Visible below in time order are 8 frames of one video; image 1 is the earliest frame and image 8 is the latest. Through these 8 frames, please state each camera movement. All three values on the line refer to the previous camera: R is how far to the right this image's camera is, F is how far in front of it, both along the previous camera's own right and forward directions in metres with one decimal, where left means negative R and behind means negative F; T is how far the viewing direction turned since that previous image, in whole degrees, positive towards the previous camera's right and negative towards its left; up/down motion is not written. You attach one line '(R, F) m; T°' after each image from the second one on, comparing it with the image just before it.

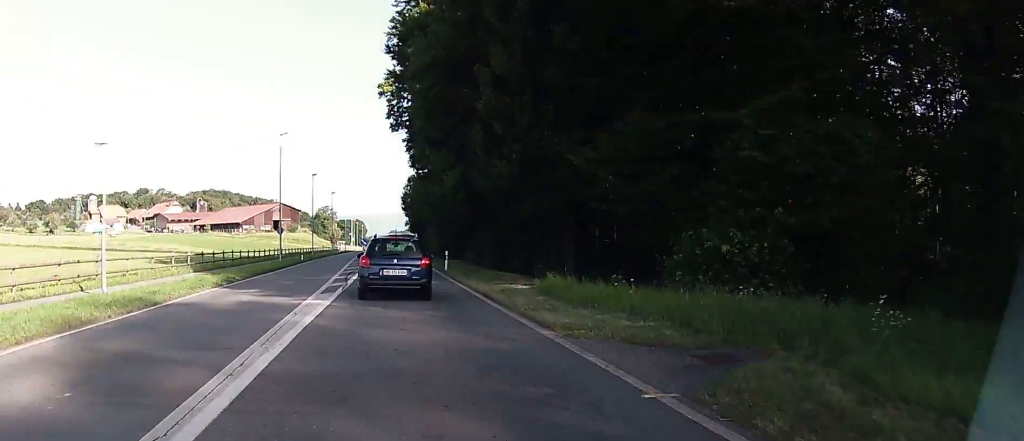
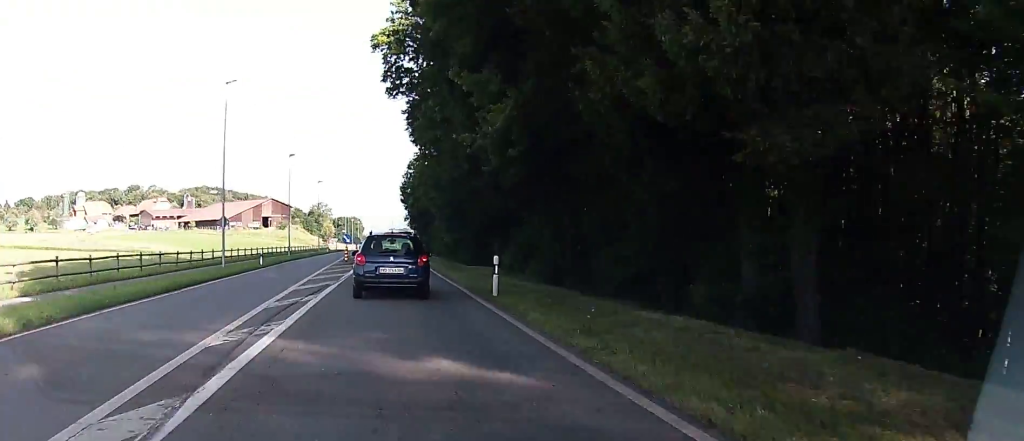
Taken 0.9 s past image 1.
(+0.1, +17.1) m; 0°
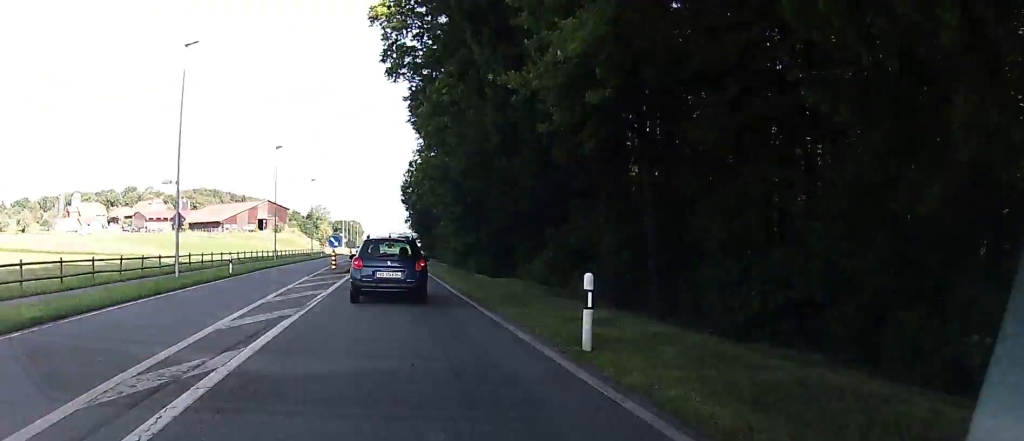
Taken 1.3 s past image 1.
(0.0, +7.8) m; -1°
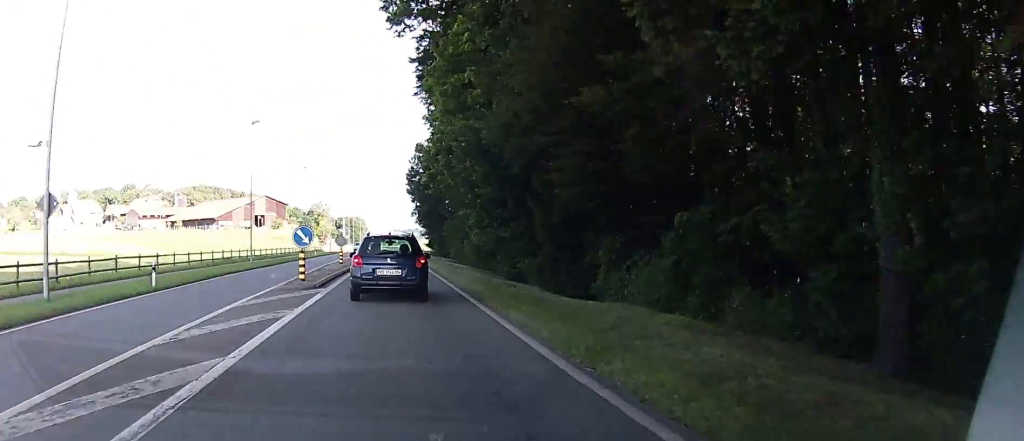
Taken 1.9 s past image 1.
(-0.1, +11.8) m; 0°
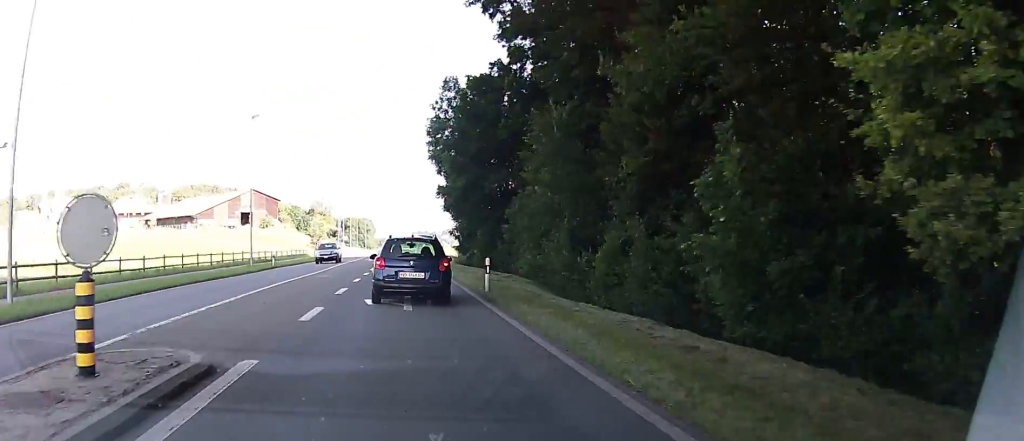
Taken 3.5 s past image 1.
(+0.1, +32.9) m; -1°
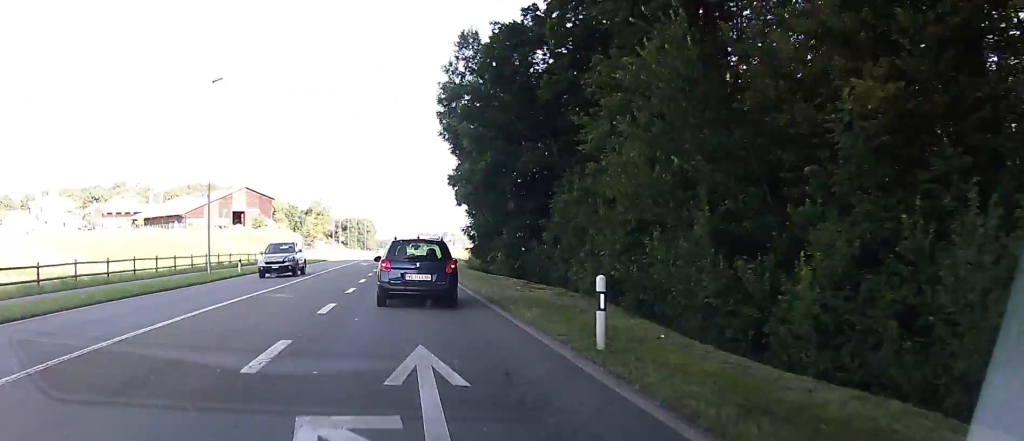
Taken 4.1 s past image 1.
(-0.2, +10.5) m; -1°
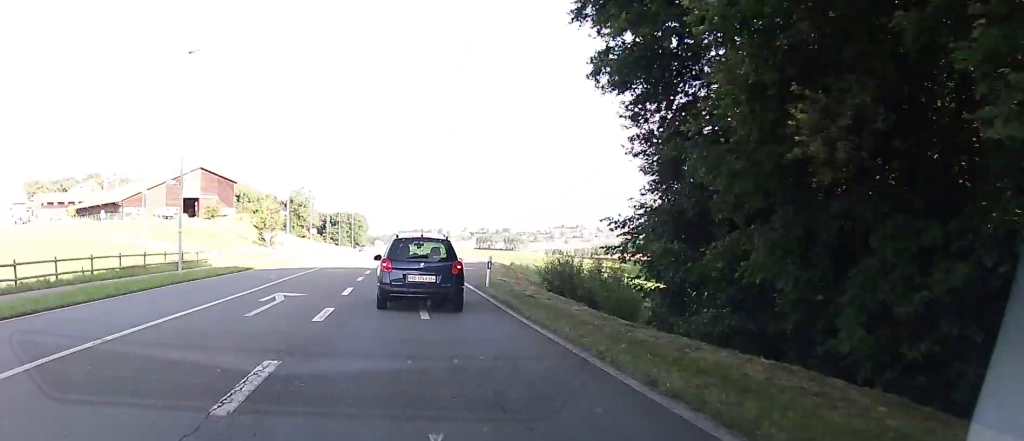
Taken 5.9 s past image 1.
(-0.4, +36.8) m; +1°
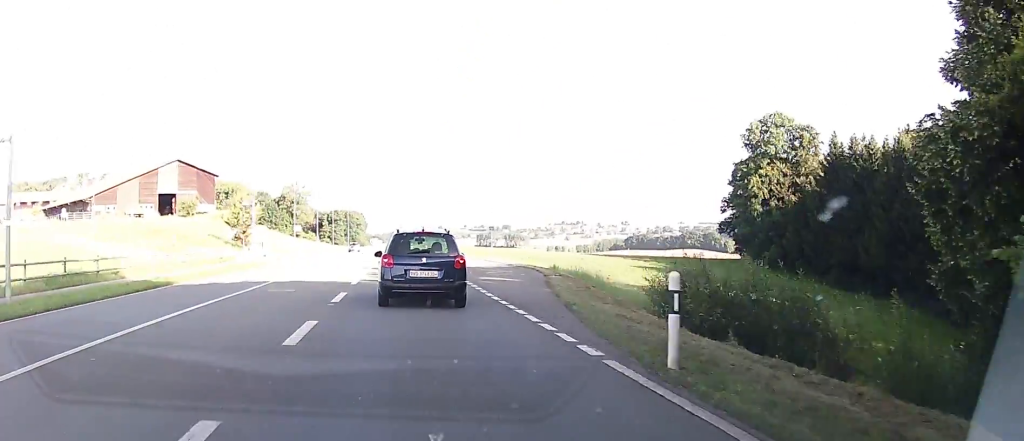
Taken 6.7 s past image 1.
(+0.3, +14.5) m; +2°
